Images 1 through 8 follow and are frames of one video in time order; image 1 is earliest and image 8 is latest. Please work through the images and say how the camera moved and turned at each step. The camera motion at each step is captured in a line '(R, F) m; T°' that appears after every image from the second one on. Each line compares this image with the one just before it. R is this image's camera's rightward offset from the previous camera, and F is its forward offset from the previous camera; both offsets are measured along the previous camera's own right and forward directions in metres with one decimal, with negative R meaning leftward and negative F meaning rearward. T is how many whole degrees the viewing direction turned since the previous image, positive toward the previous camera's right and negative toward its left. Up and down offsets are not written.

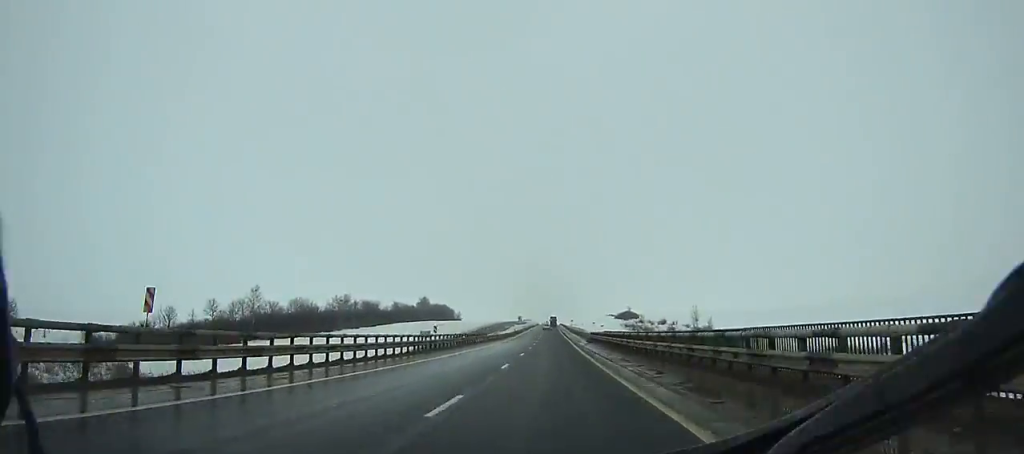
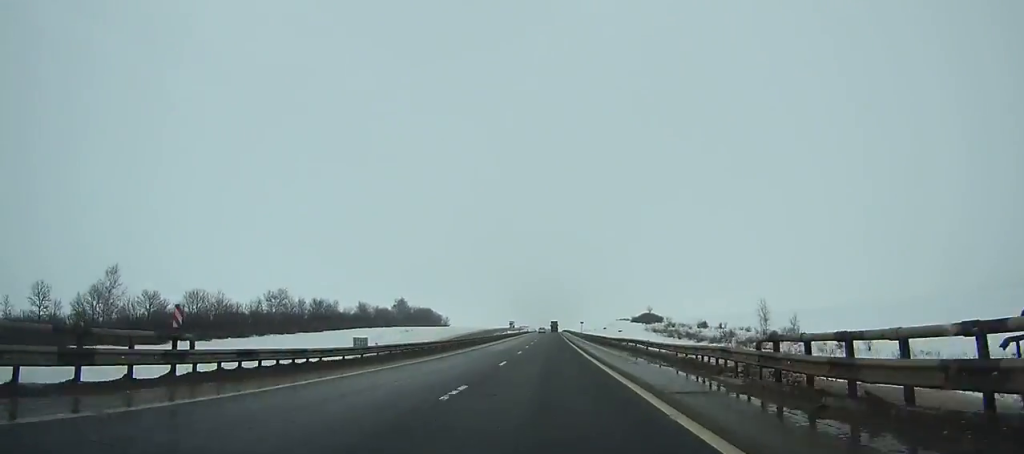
(0.0, +56.3) m; 0°
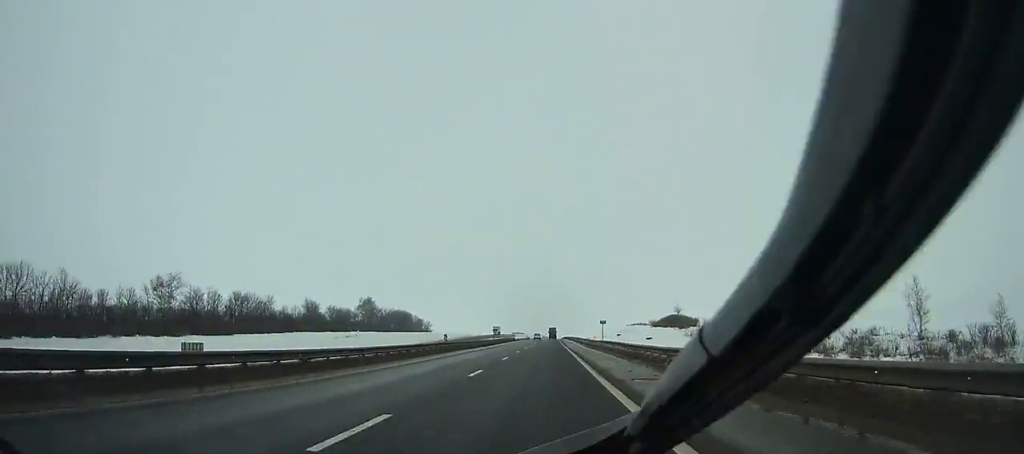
(0.0, +52.8) m; 0°
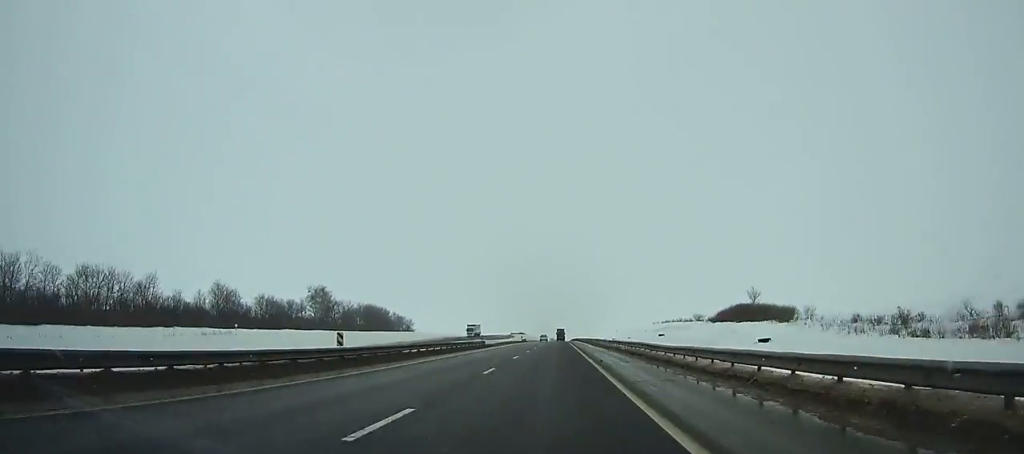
(-0.1, +59.2) m; 0°
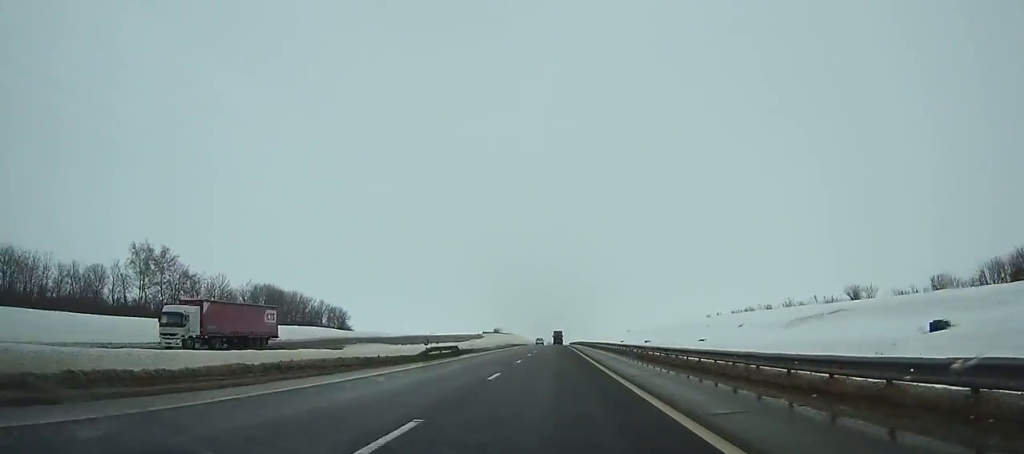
(-0.3, +84.8) m; 0°
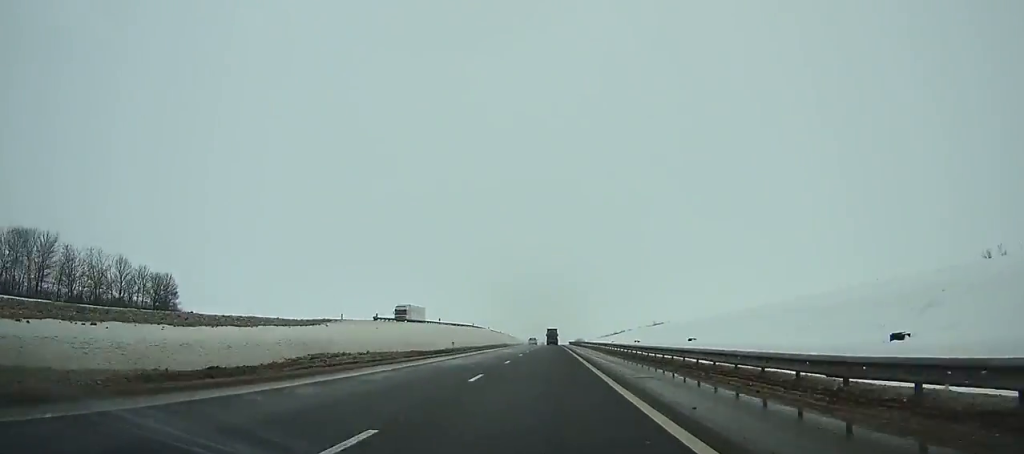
(+0.4, +97.2) m; 0°
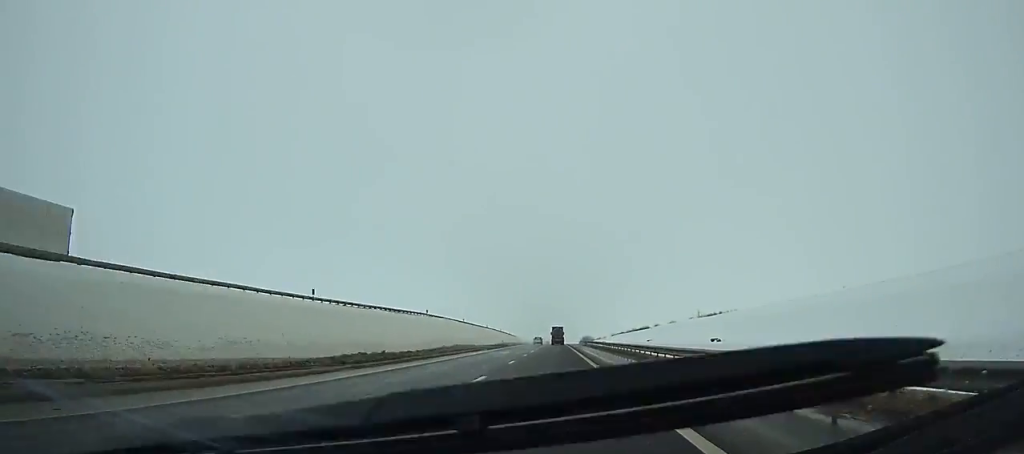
(0.0, +61.4) m; 0°
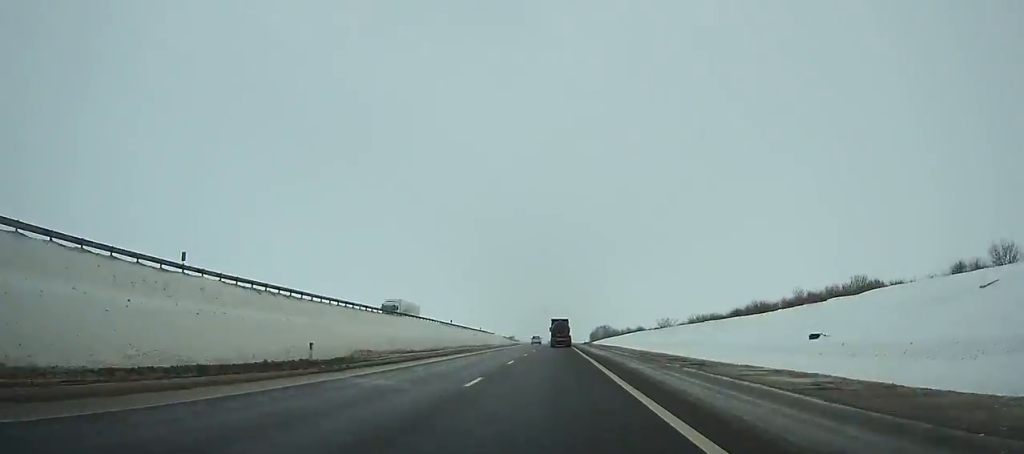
(-0.6, +181.1) m; -1°
